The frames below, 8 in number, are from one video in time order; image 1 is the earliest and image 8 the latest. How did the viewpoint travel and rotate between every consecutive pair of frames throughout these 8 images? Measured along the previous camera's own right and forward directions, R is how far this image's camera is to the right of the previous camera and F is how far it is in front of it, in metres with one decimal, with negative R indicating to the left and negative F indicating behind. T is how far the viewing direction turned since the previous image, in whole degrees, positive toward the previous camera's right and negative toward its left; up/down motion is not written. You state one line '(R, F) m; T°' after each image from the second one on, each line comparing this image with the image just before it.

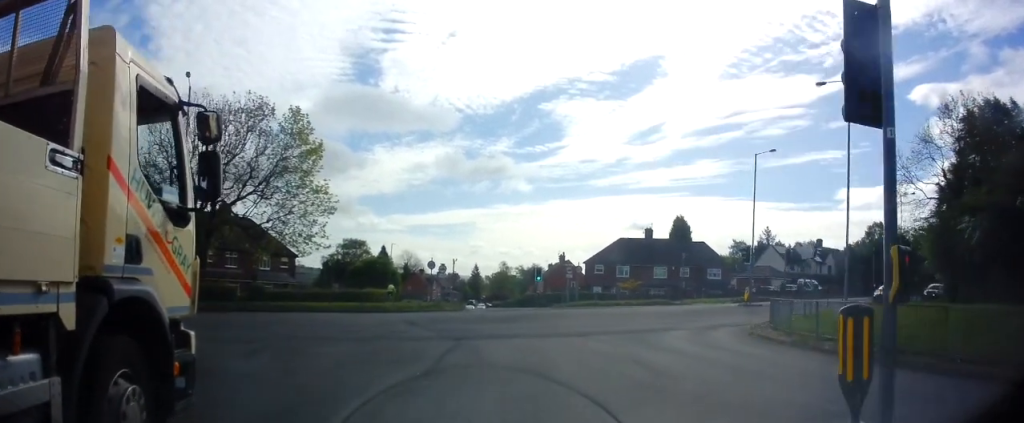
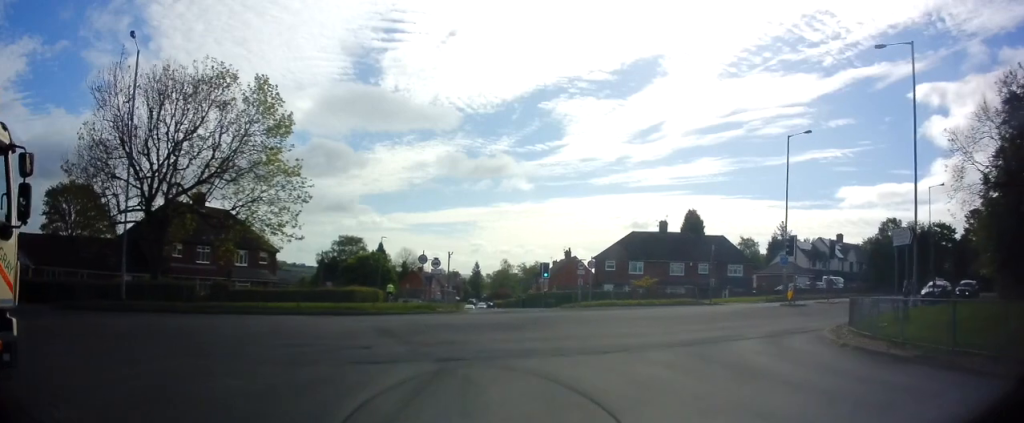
(-0.6, +5.3) m; -6°
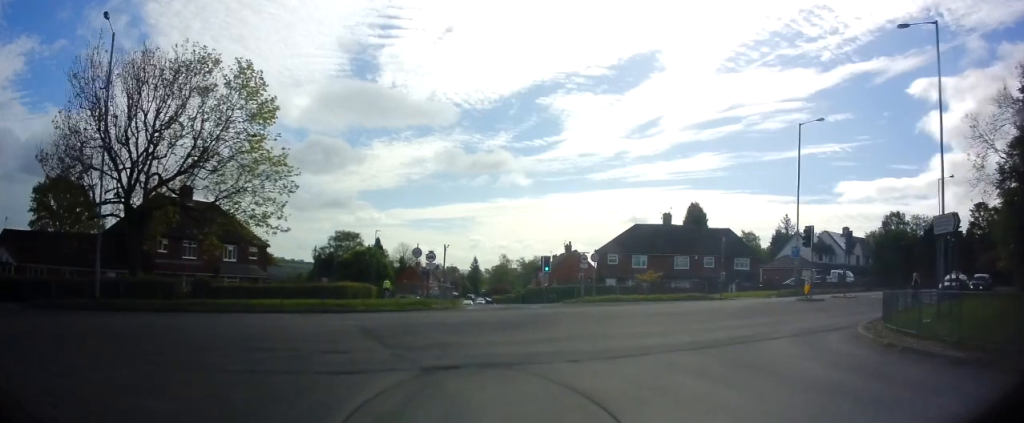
(-0.1, +1.7) m; +1°
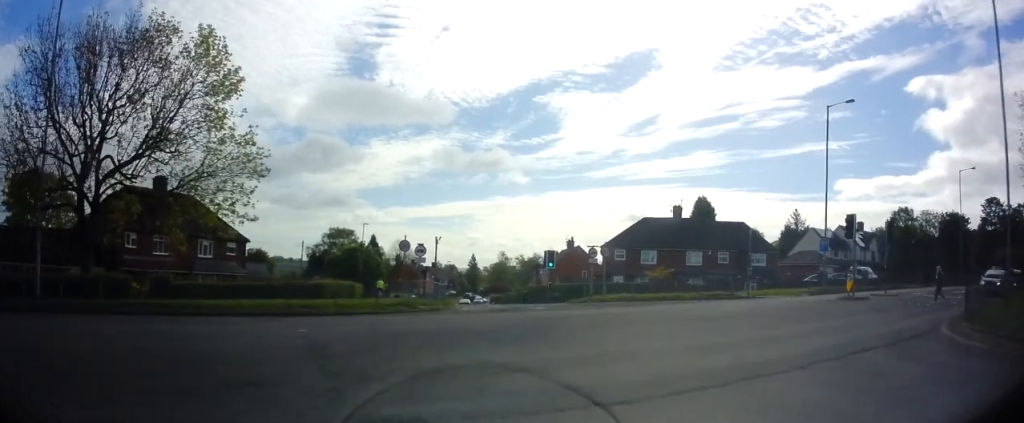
(+0.5, +4.0) m; +7°
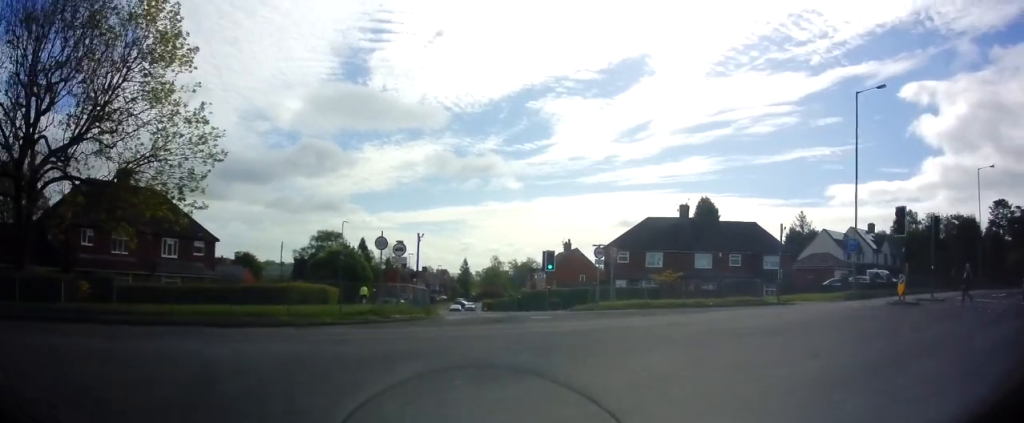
(0.0, +4.1) m; 0°
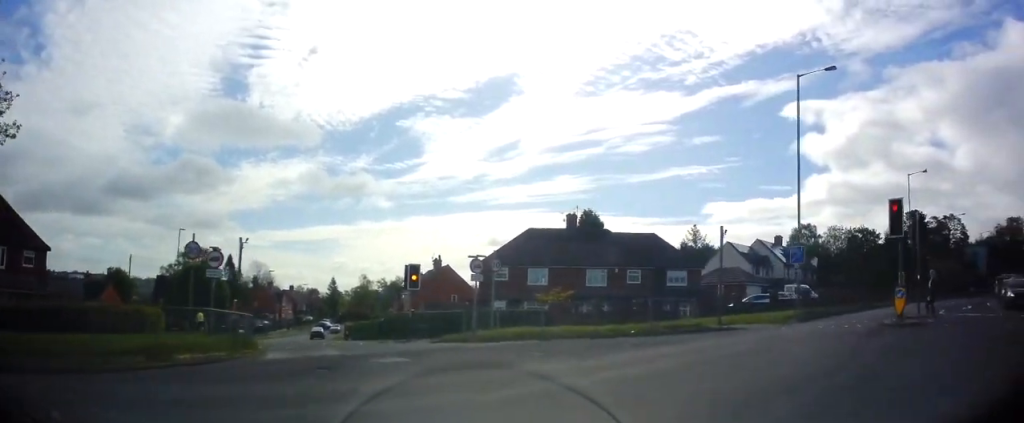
(+0.2, +6.2) m; +8°
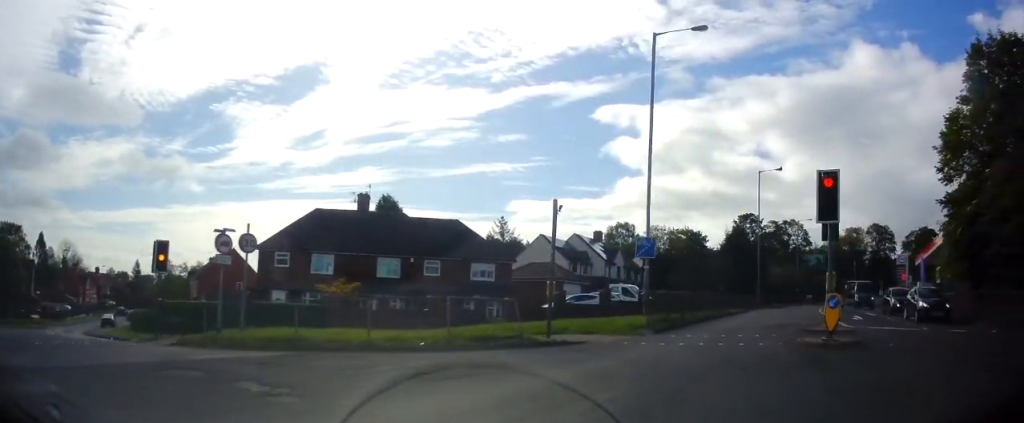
(+1.0, +6.1) m; +19°
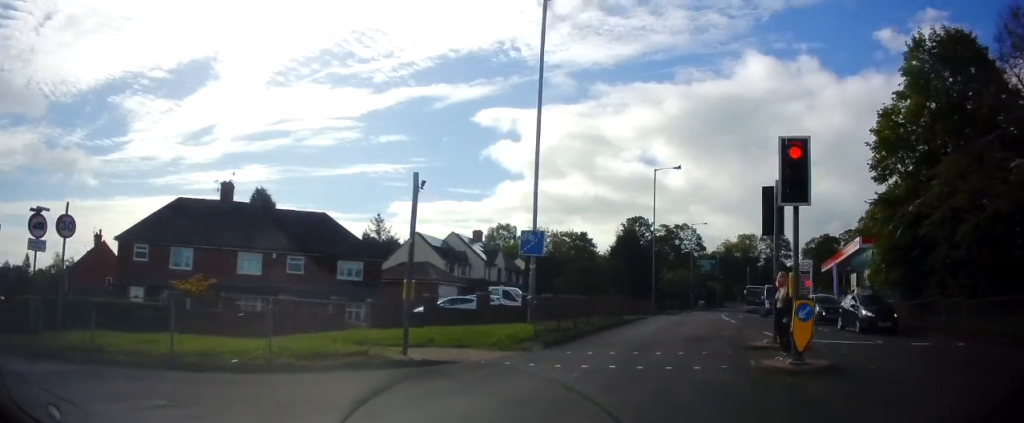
(+0.4, +3.4) m; +11°
